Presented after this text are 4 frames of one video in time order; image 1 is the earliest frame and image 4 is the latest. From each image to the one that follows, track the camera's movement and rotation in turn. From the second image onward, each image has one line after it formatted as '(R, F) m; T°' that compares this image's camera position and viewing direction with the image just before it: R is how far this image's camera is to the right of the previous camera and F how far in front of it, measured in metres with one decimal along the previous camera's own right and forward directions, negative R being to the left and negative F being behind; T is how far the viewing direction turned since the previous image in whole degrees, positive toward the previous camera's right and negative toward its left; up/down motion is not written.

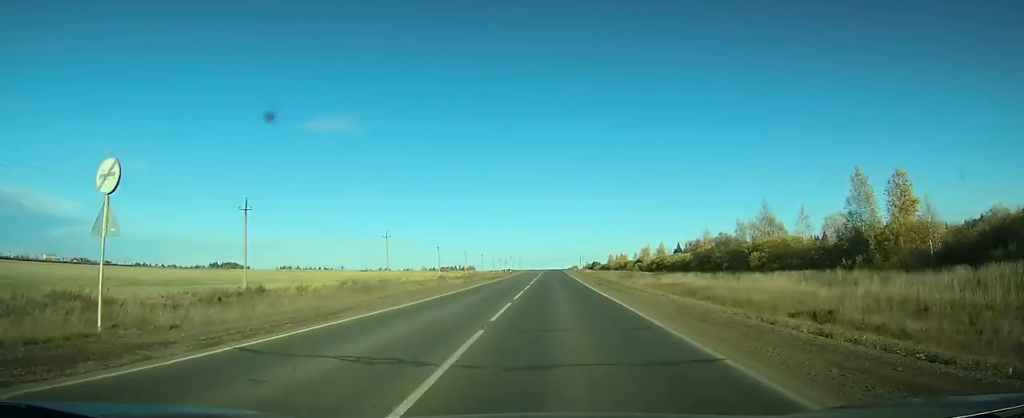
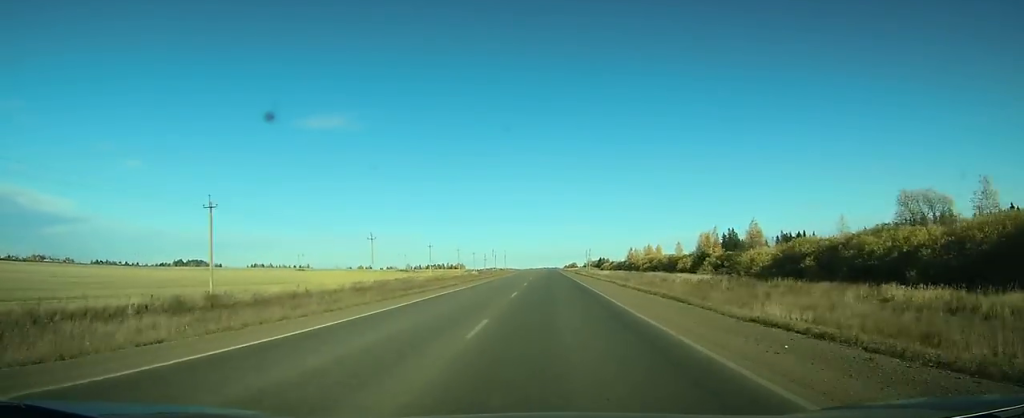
(+0.2, +103.6) m; 0°
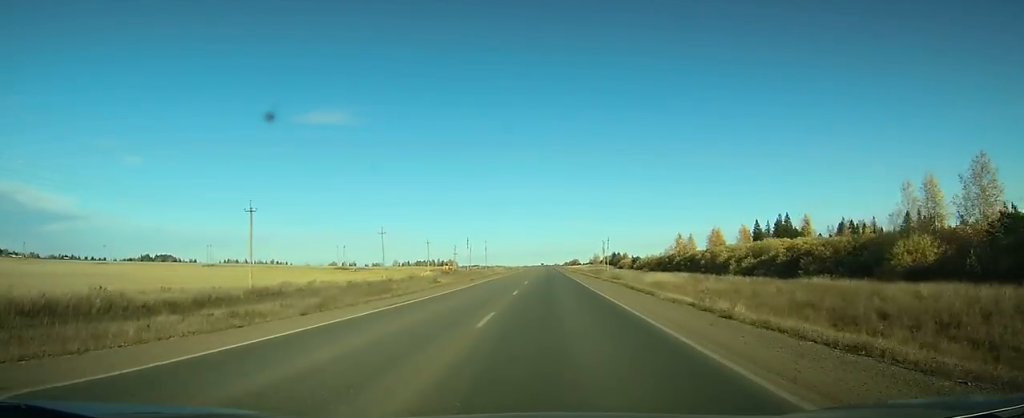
(-0.5, +92.8) m; 0°
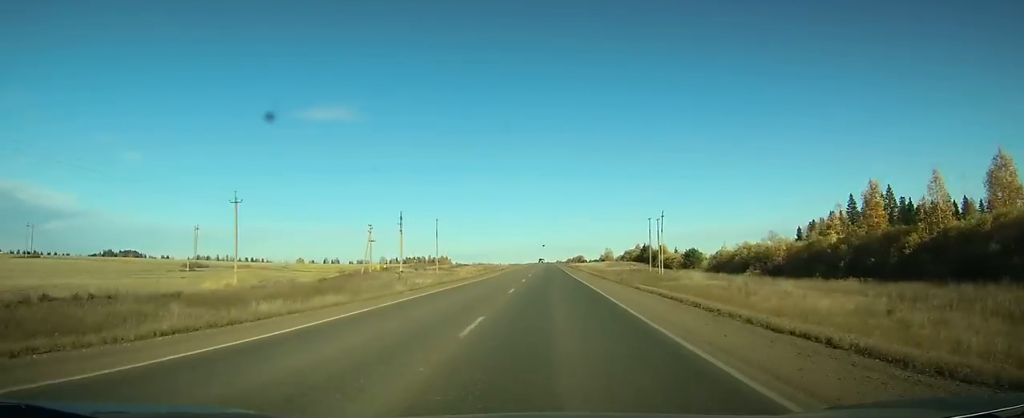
(+0.1, +96.0) m; 0°
